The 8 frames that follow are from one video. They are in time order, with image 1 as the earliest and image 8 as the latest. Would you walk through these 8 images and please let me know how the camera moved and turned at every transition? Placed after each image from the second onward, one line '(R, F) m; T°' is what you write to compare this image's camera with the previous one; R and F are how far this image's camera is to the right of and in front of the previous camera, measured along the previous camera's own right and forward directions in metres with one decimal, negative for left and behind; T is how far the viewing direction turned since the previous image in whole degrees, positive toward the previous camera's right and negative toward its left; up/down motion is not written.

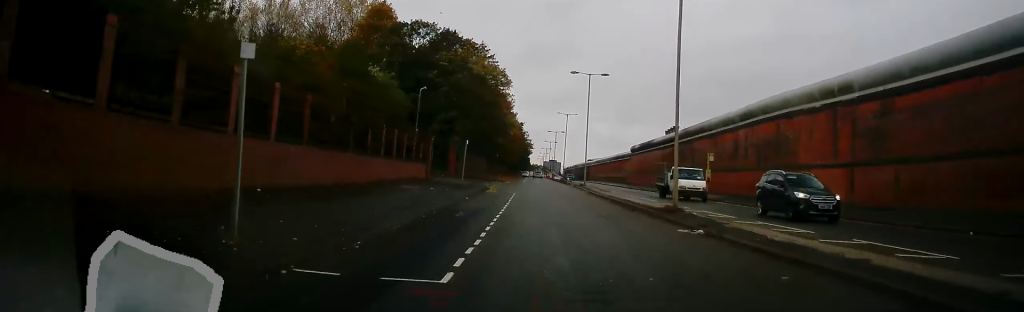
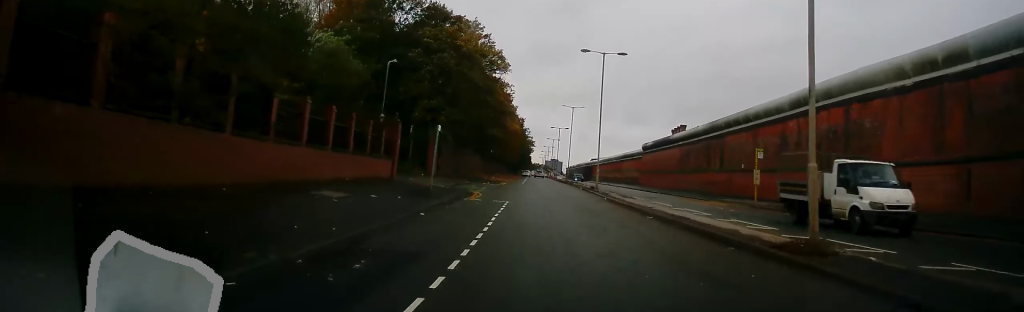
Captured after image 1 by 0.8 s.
(-0.2, +9.7) m; -1°
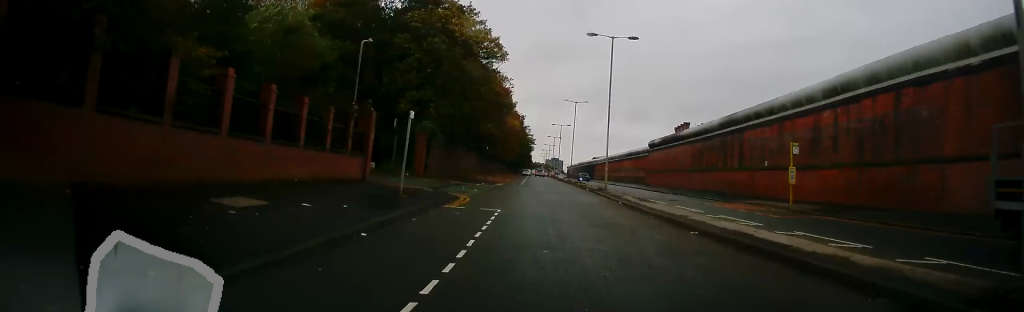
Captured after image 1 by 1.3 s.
(-0.2, +5.0) m; 0°
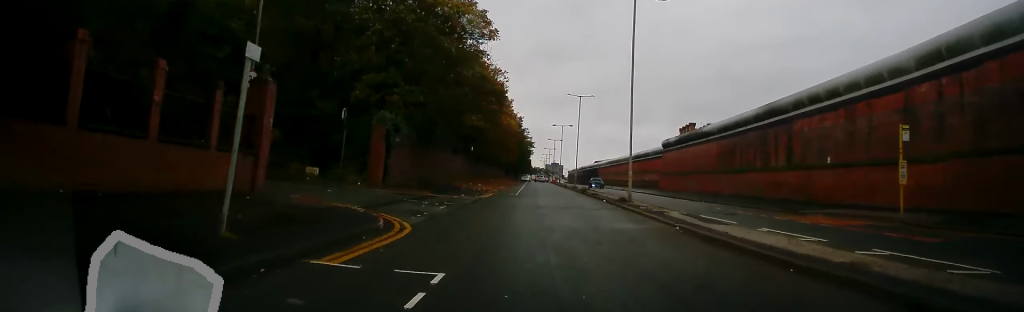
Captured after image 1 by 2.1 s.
(+0.3, +10.0) m; +2°
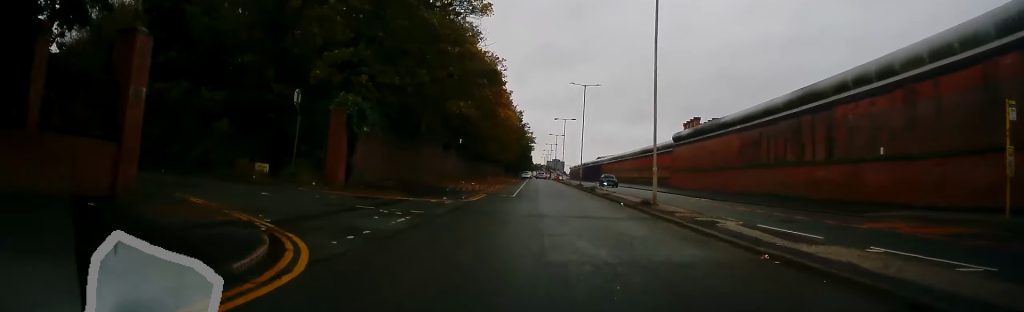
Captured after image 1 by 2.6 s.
(+0.1, +5.7) m; +1°
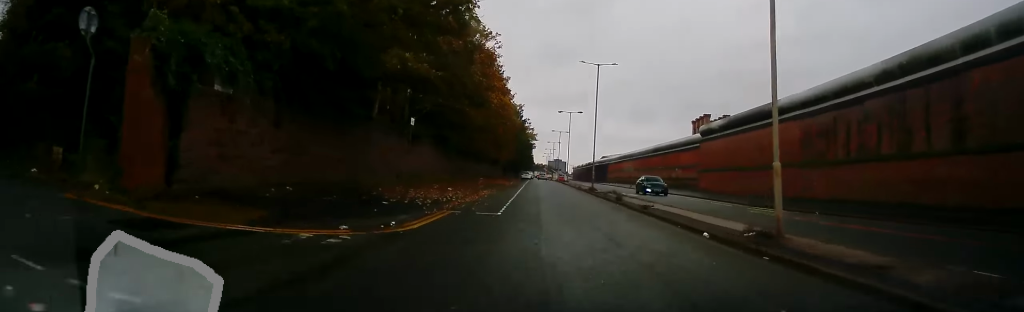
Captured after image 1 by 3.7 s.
(+0.1, +11.8) m; 0°
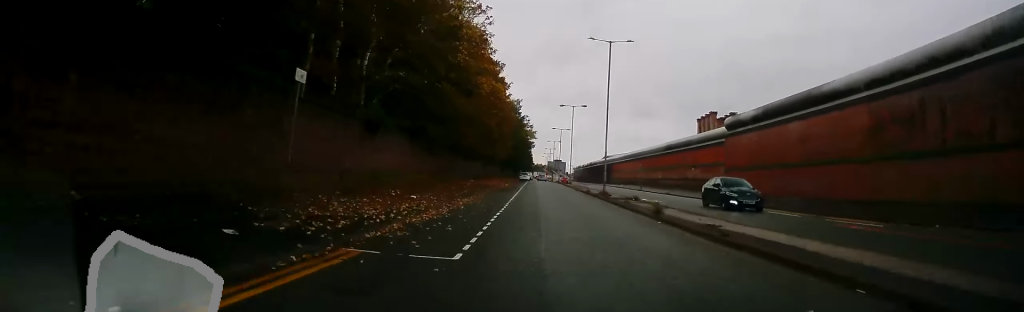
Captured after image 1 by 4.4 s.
(0.0, +8.8) m; -1°
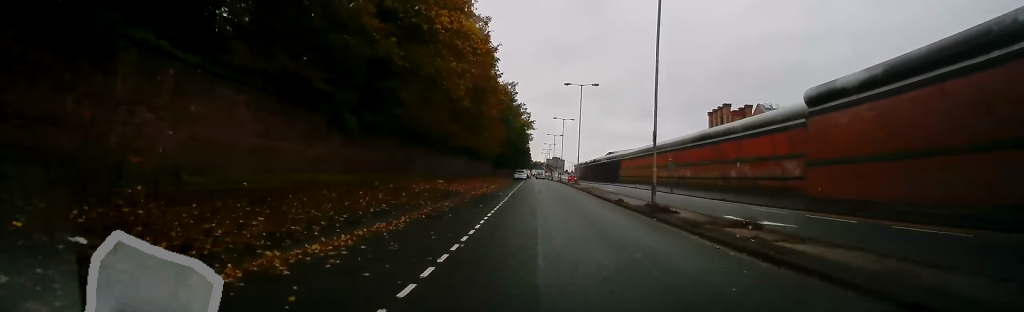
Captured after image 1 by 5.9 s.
(-0.5, +17.0) m; -2°
